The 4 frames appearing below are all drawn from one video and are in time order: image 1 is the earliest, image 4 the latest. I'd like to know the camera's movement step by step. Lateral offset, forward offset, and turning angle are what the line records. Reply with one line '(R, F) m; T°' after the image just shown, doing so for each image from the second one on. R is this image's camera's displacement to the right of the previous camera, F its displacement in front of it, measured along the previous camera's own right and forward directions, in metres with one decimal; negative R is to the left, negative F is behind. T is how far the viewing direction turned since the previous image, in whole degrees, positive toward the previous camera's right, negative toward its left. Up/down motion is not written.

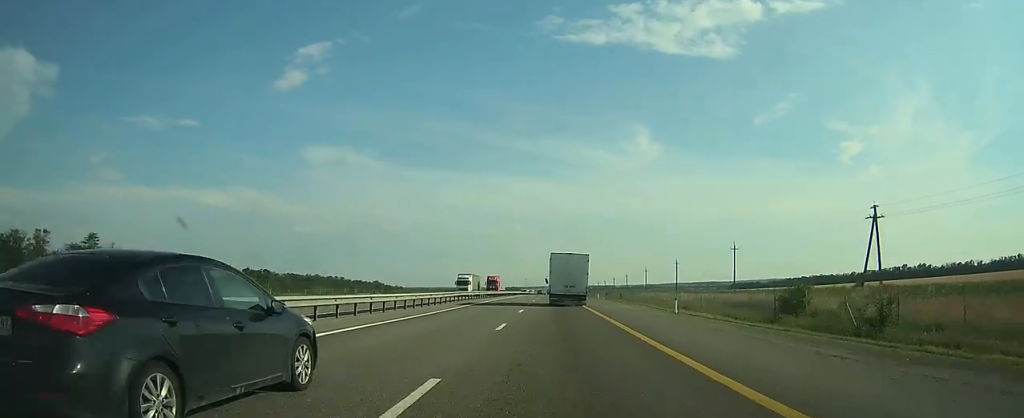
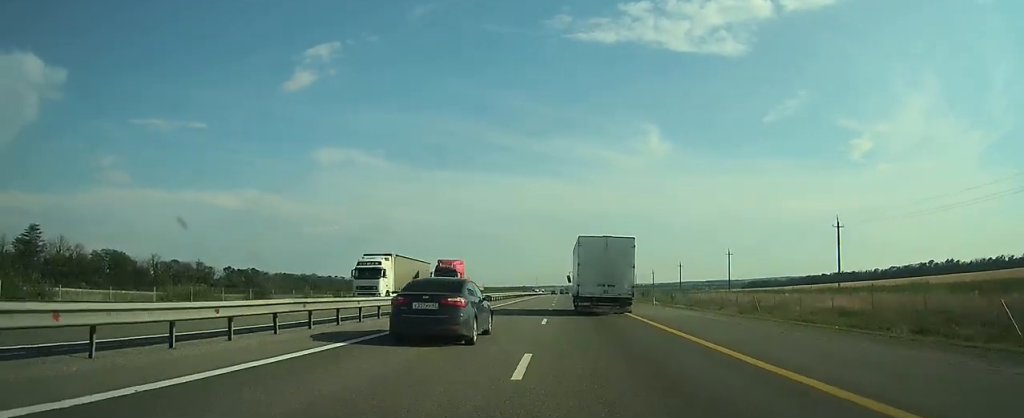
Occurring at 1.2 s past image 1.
(-0.1, +32.9) m; 0°
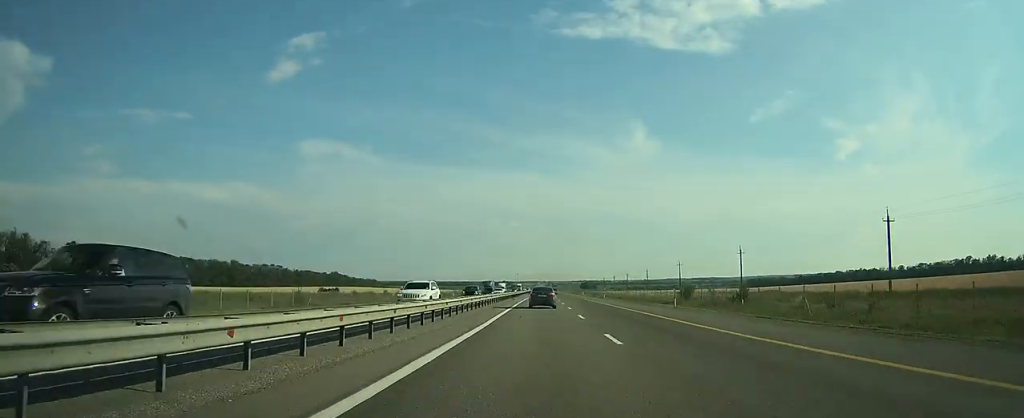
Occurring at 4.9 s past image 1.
(-1.8, +101.4) m; 0°
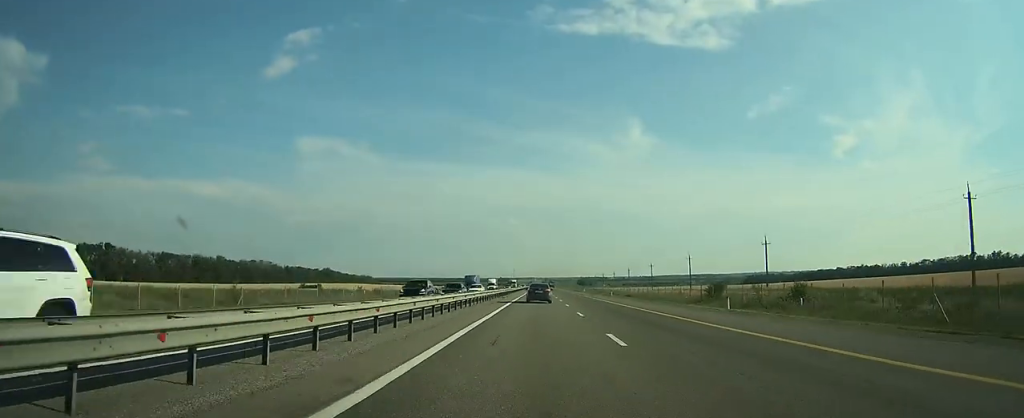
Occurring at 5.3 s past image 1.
(+0.1, +13.1) m; 0°
